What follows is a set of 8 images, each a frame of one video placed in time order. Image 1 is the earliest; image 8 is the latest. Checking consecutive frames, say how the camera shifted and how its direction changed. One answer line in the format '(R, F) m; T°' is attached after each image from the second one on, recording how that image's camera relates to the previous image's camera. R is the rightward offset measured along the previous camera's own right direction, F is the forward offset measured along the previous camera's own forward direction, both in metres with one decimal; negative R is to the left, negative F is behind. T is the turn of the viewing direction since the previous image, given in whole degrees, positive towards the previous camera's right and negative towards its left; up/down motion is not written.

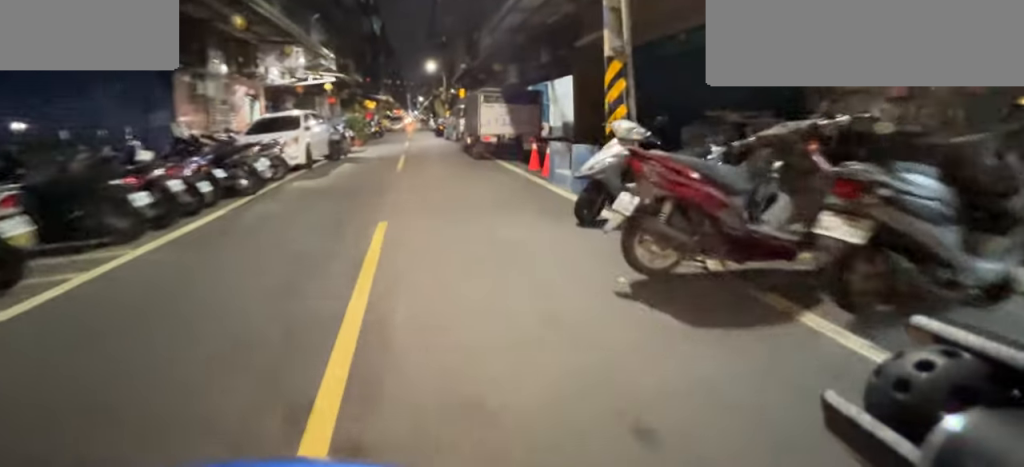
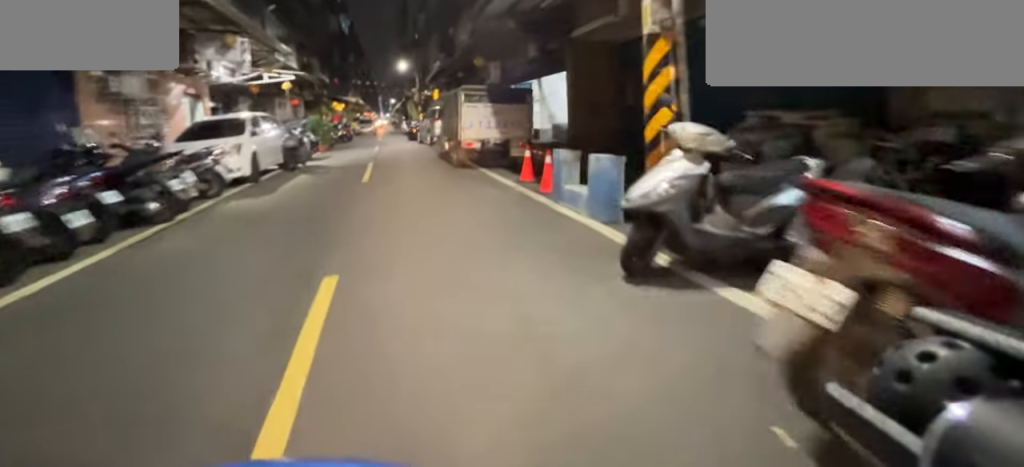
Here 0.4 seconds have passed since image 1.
(0.0, +1.6) m; +1°
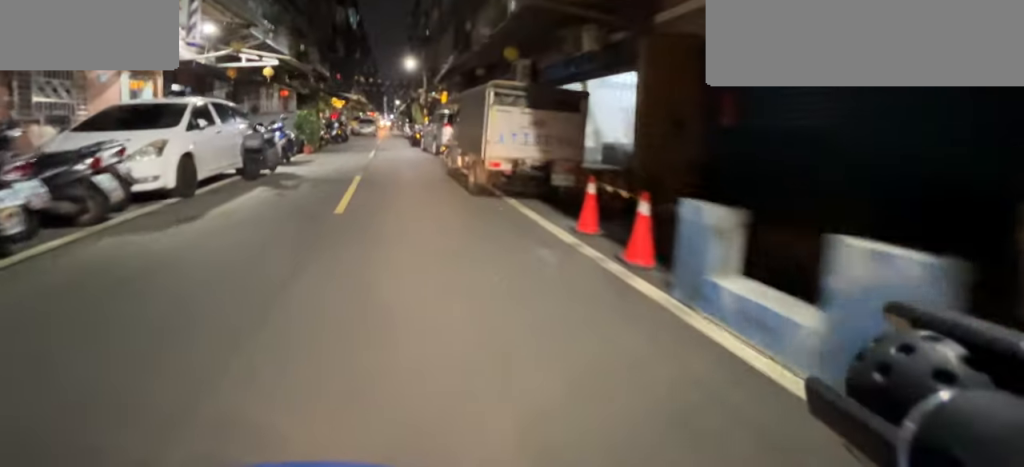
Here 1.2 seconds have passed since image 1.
(0.0, +3.2) m; 0°
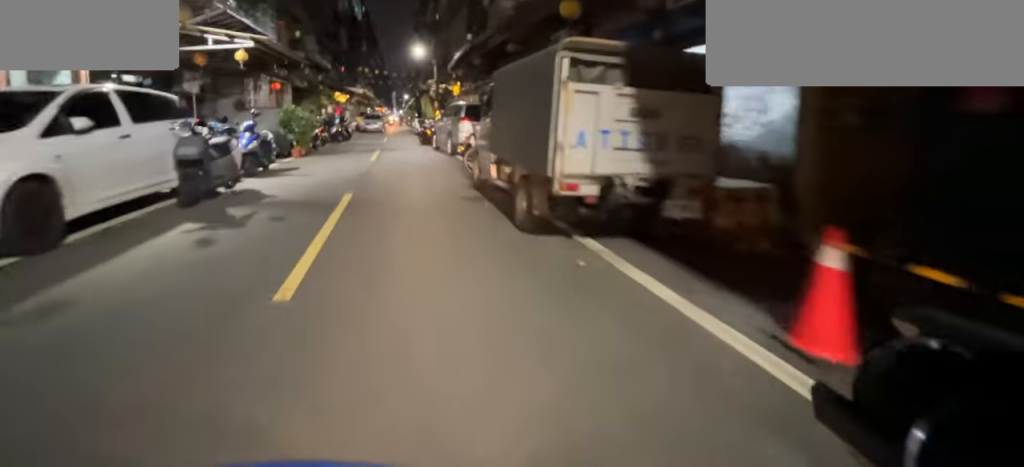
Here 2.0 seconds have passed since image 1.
(0.0, +2.8) m; +1°
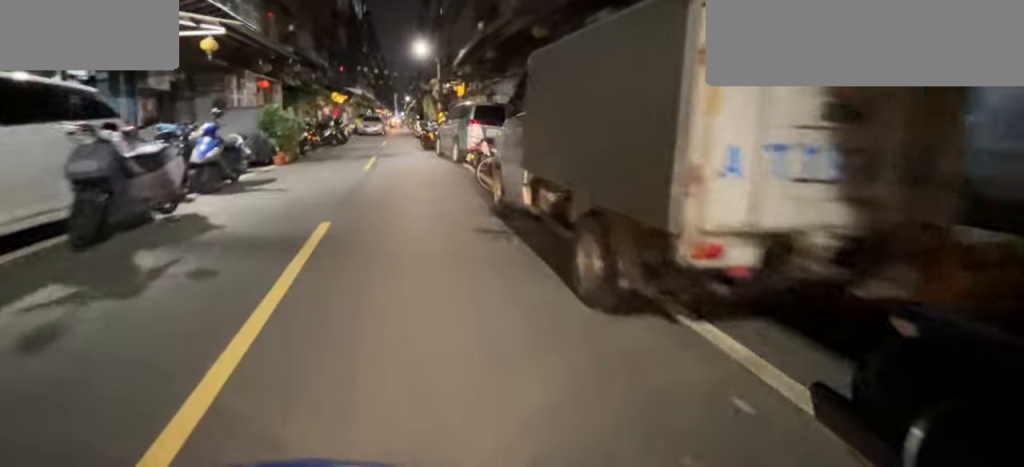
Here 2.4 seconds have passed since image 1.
(0.0, +1.6) m; +1°
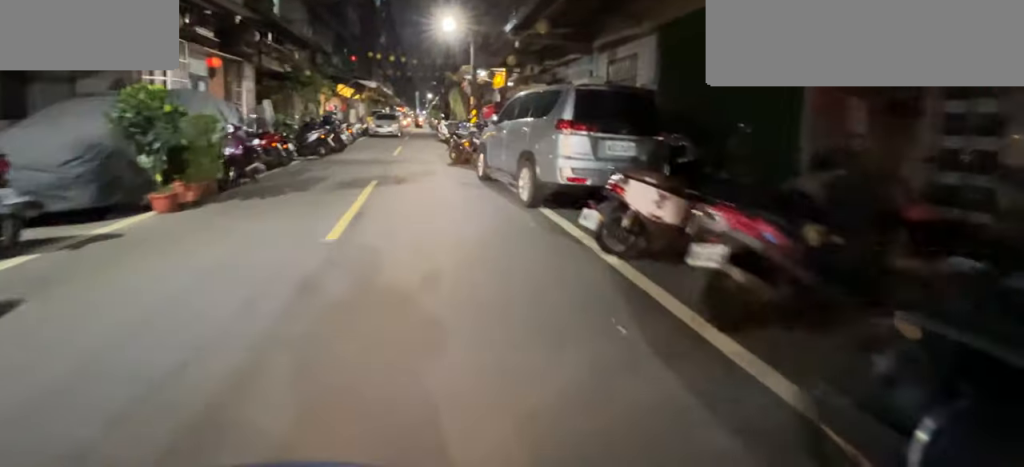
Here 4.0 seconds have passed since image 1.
(+0.2, +4.5) m; +2°
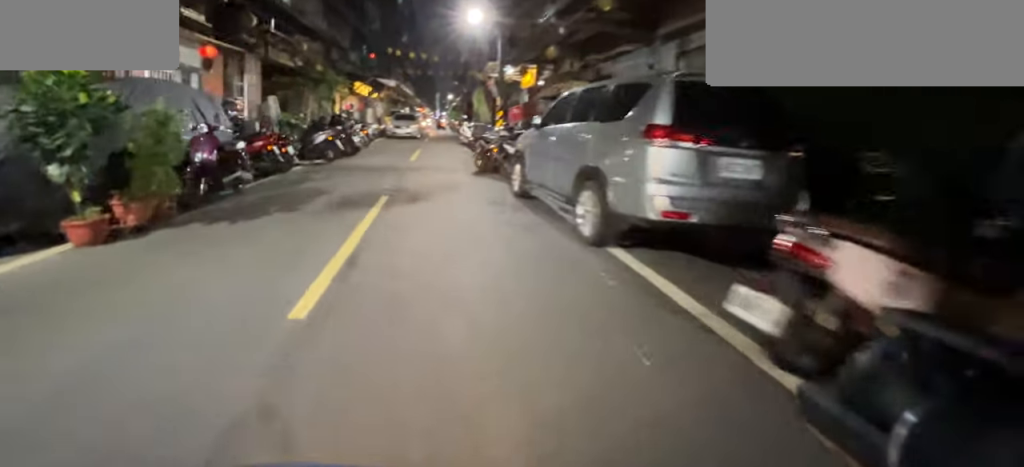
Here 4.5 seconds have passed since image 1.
(0.0, +1.2) m; 0°
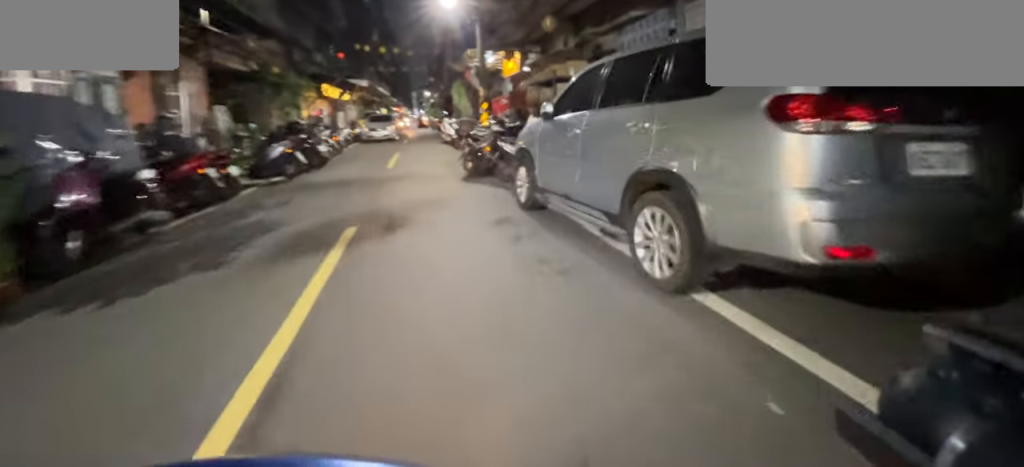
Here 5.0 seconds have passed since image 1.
(0.0, +1.1) m; 0°
